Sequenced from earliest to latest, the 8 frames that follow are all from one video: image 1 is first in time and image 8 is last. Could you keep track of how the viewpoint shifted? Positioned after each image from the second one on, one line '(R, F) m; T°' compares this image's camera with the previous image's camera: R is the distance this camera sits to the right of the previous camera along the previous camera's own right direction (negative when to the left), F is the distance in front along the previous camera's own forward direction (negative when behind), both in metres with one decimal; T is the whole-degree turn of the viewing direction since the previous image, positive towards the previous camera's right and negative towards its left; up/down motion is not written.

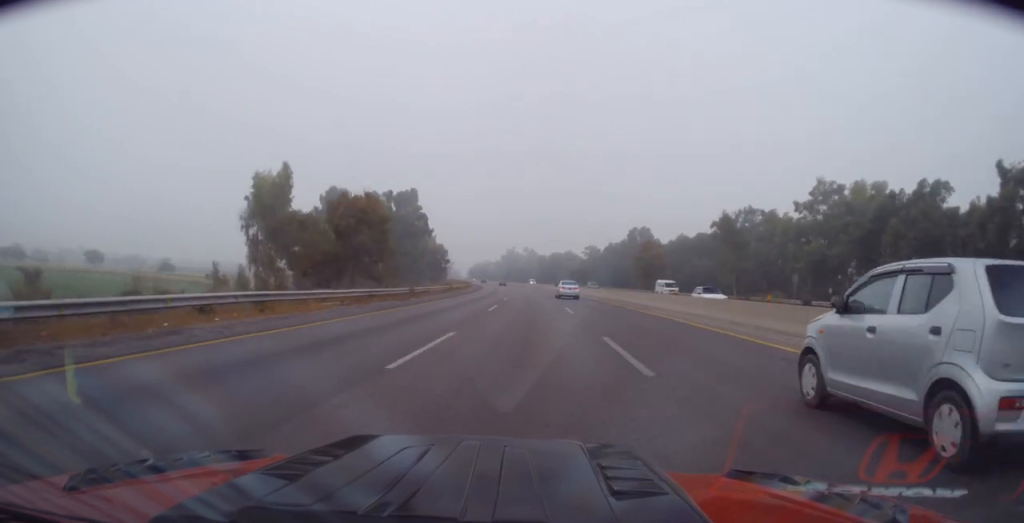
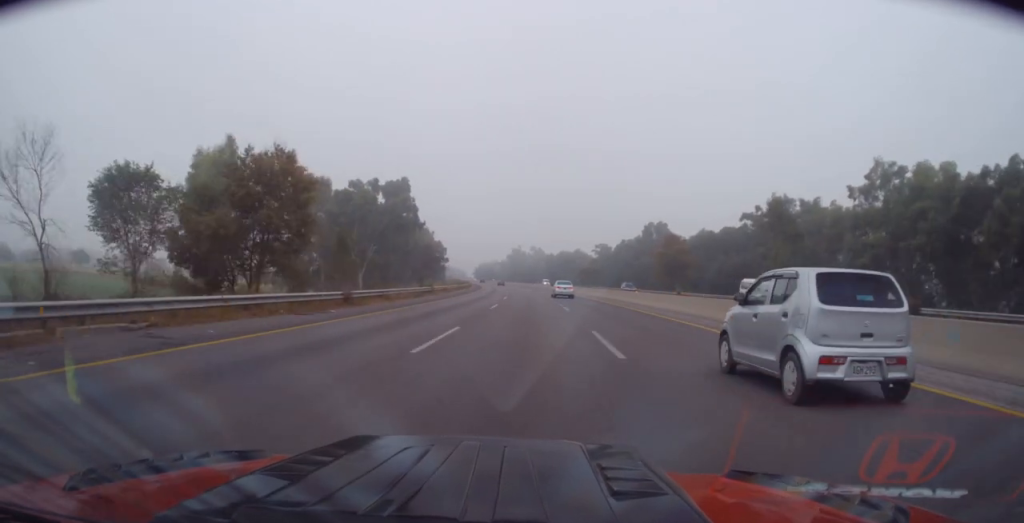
(-0.1, +16.0) m; -1°
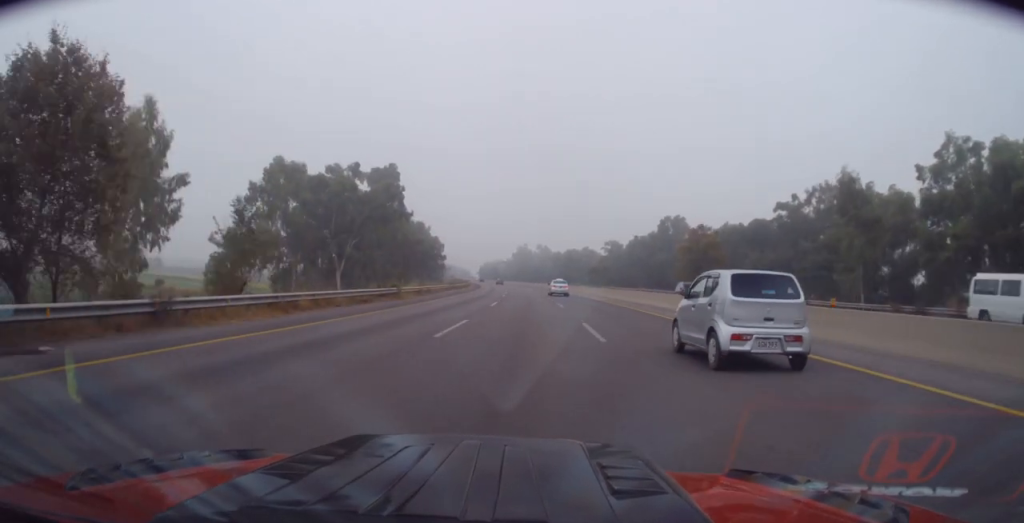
(-0.1, +15.1) m; -1°
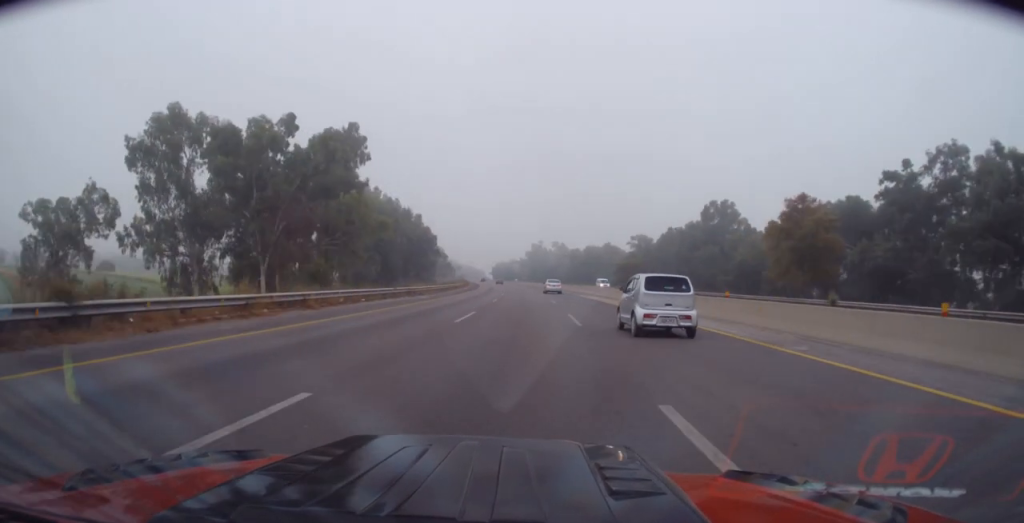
(-0.3, +31.0) m; -2°
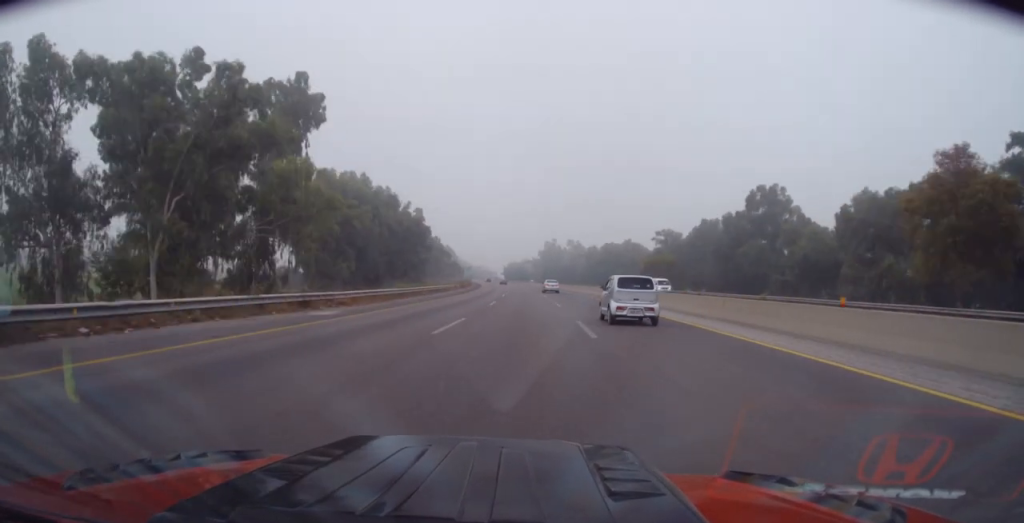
(-0.4, +22.2) m; -1°
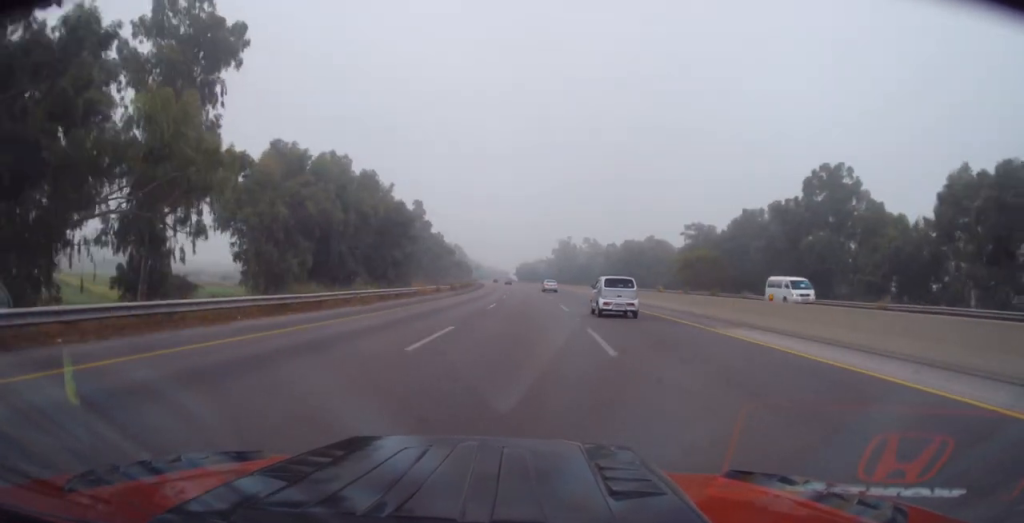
(-0.2, +21.3) m; -1°
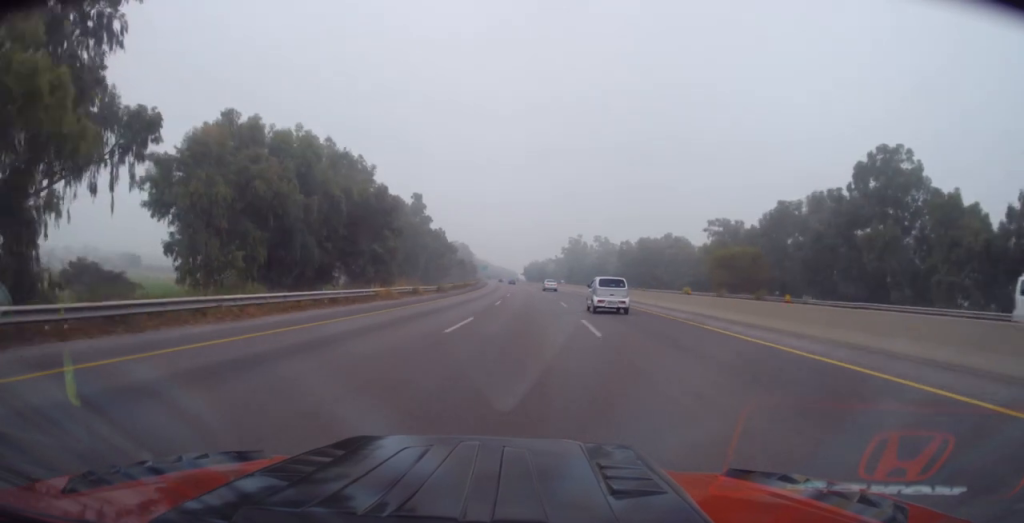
(+0.1, +14.2) m; -1°
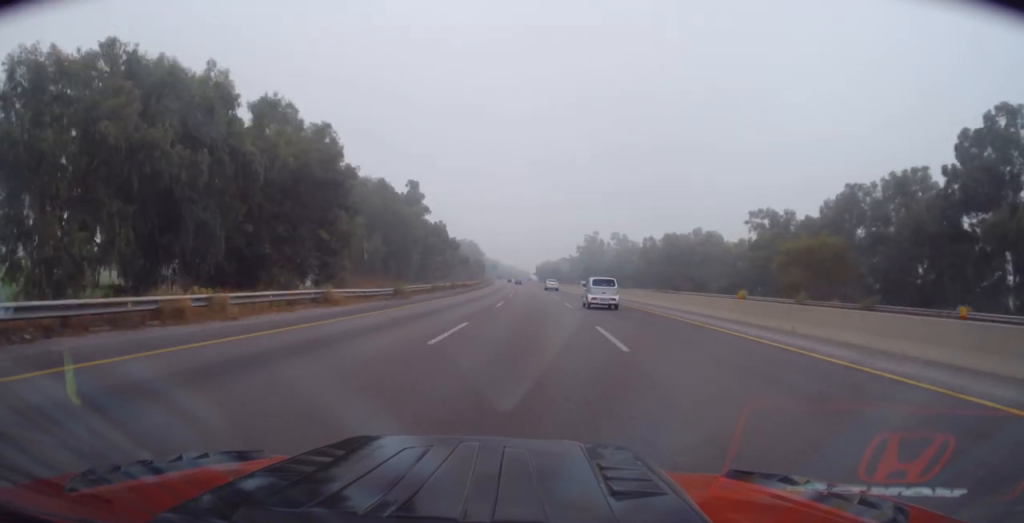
(-0.3, +21.3) m; -2°
